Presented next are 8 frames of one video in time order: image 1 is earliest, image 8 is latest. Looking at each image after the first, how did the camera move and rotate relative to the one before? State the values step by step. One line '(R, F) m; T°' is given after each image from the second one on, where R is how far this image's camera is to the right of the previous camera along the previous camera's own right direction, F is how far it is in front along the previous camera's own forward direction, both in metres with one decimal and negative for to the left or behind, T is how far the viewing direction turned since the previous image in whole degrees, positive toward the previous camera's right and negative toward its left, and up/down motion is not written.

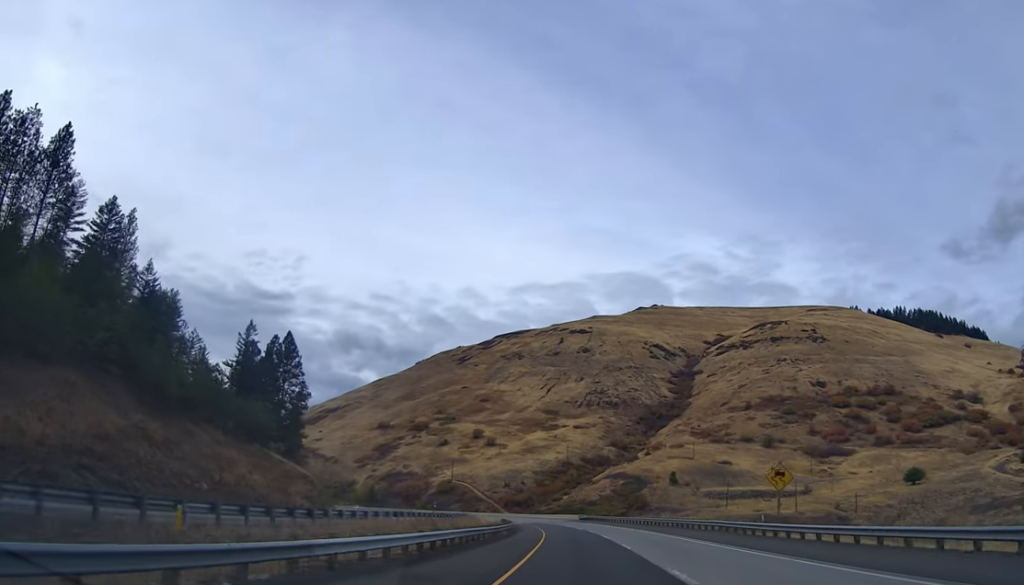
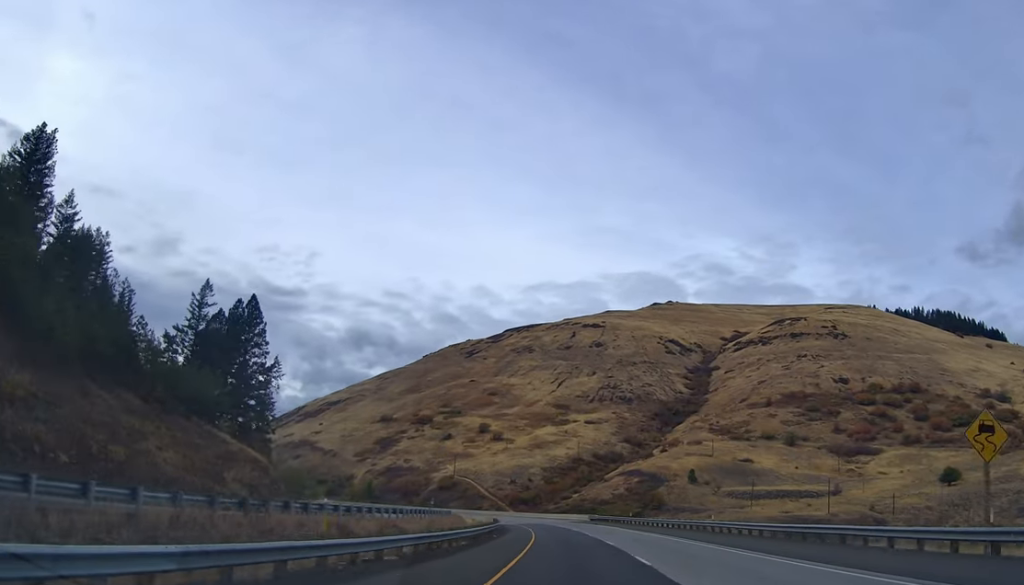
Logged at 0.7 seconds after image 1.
(-0.6, +20.4) m; 0°
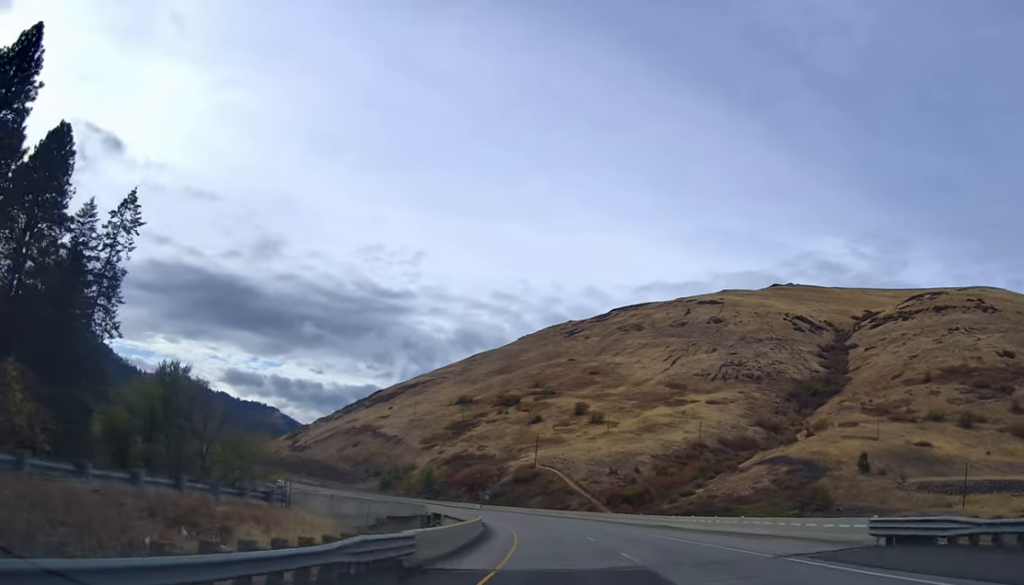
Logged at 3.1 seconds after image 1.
(-0.3, +71.8) m; -4°
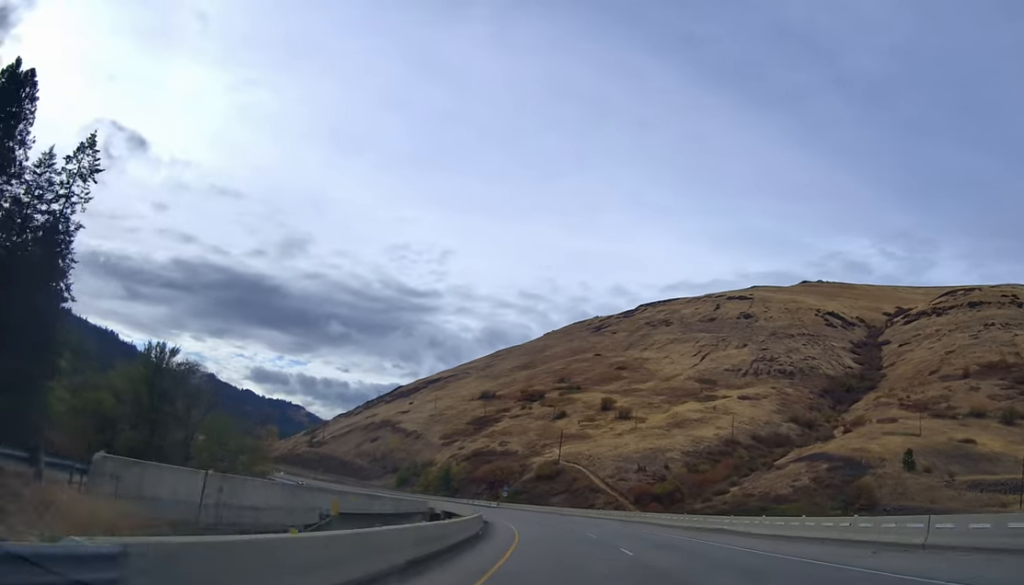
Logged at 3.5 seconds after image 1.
(+0.1, +11.7) m; -1°
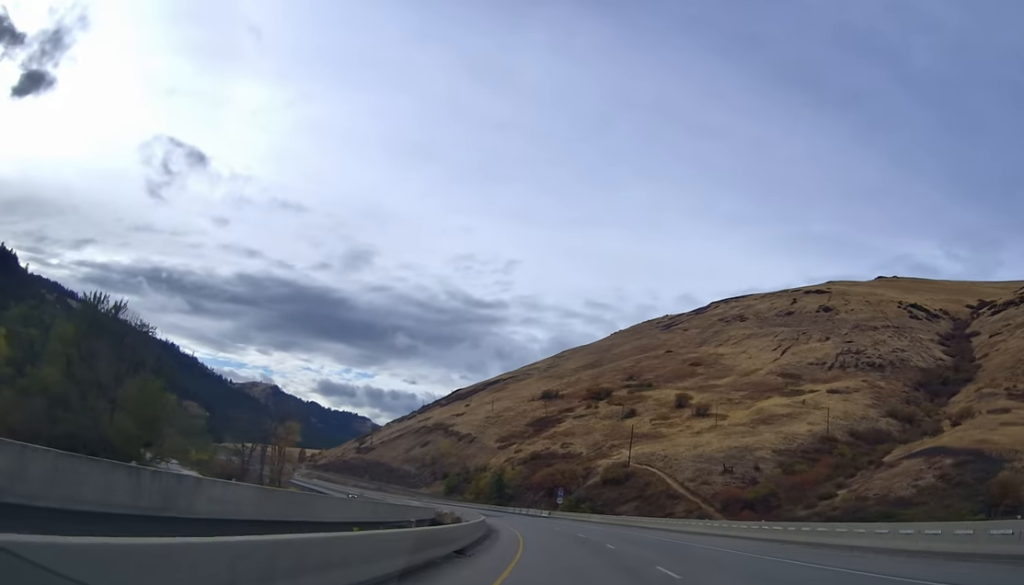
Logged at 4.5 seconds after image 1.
(-1.0, +30.1) m; -4°
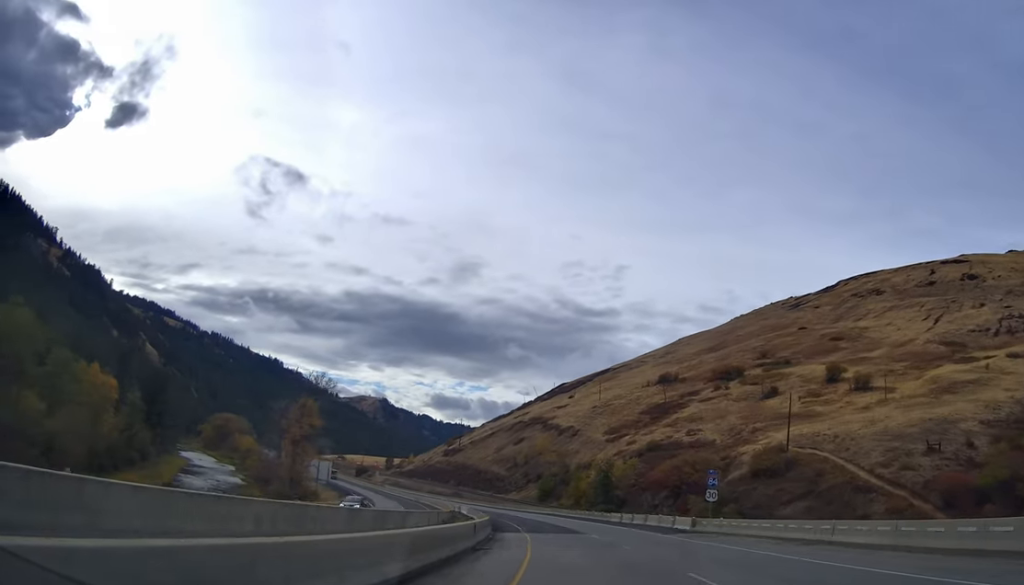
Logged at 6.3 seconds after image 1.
(-4.3, +50.9) m; -10°
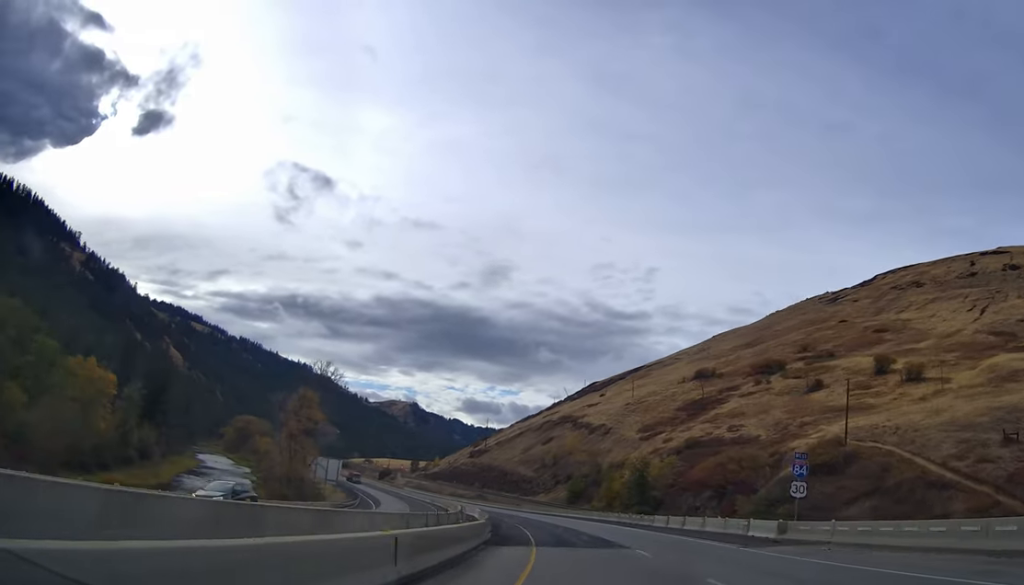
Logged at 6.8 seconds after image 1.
(-0.4, +13.4) m; -3°
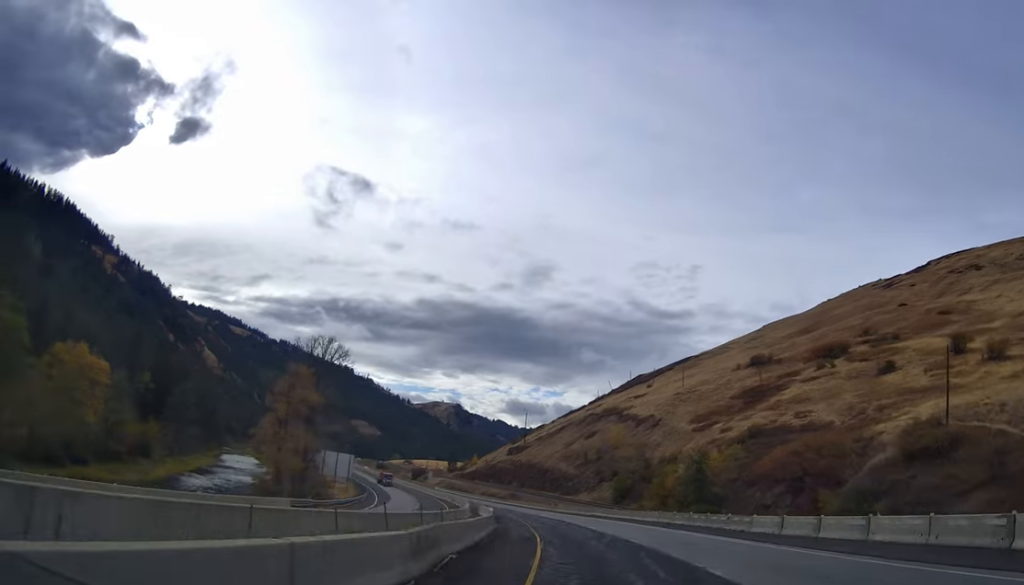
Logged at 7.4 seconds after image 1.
(-0.6, +19.2) m; -5°
